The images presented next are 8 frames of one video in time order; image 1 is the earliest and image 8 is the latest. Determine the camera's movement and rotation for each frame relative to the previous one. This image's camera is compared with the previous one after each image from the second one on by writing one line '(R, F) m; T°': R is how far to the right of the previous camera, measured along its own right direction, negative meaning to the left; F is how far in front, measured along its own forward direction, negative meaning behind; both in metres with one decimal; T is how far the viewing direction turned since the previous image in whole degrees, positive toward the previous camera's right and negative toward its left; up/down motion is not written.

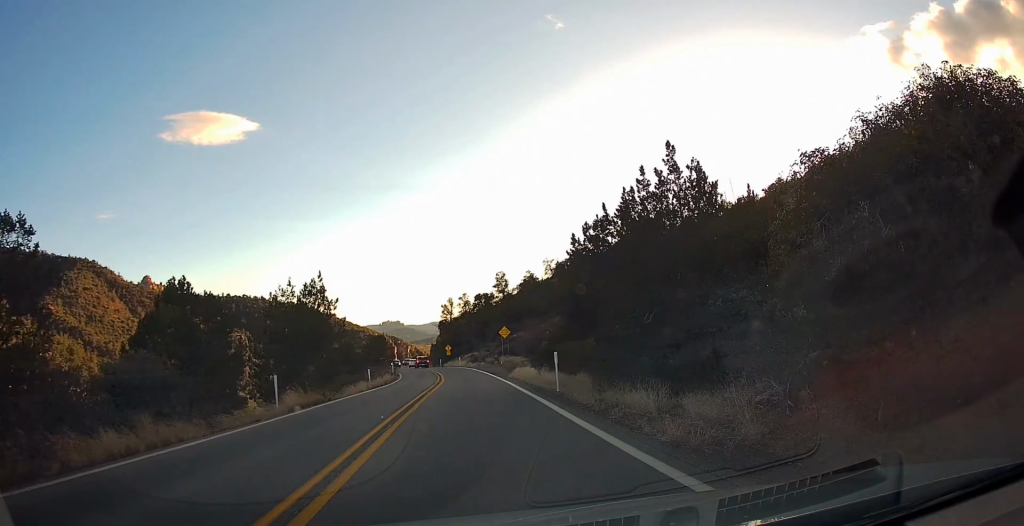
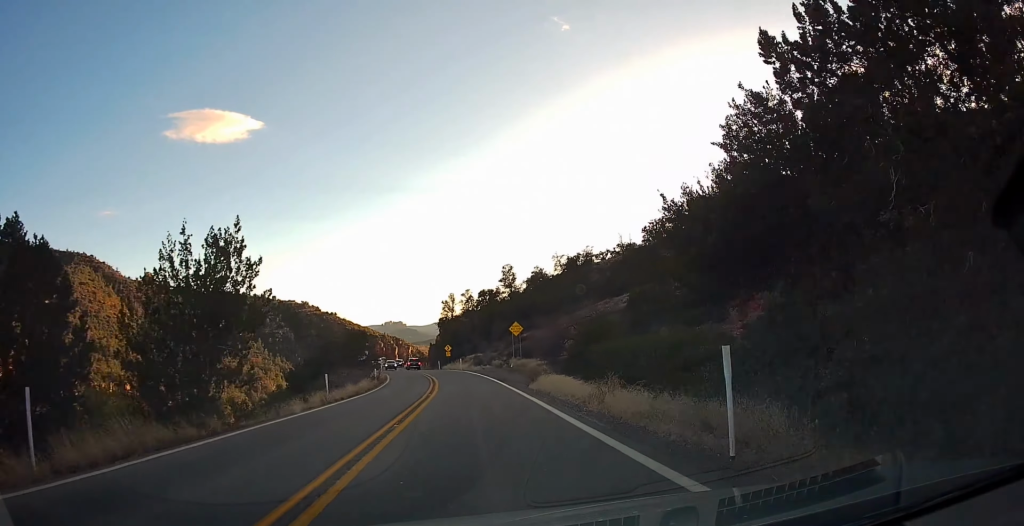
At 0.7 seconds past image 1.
(+0.1, +9.8) m; 0°
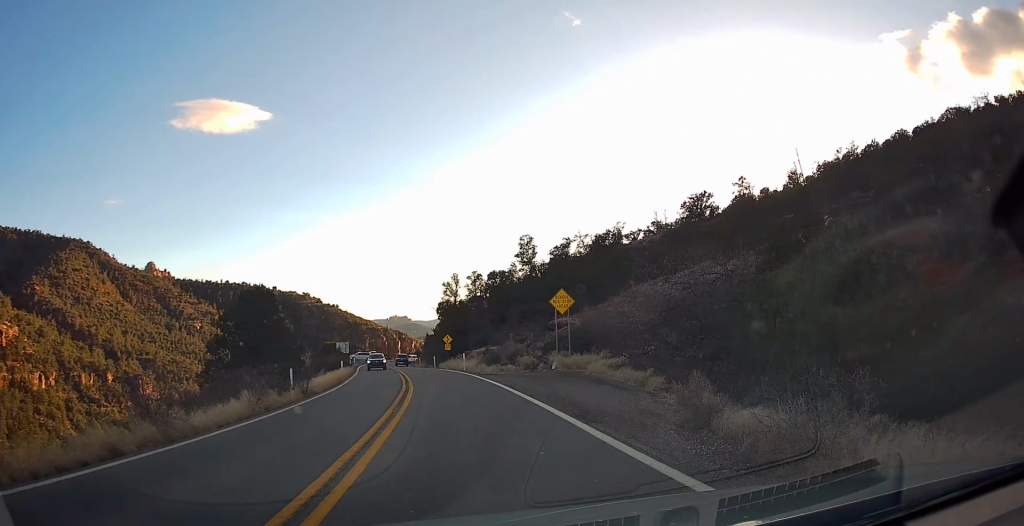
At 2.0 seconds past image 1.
(0.0, +18.3) m; 0°
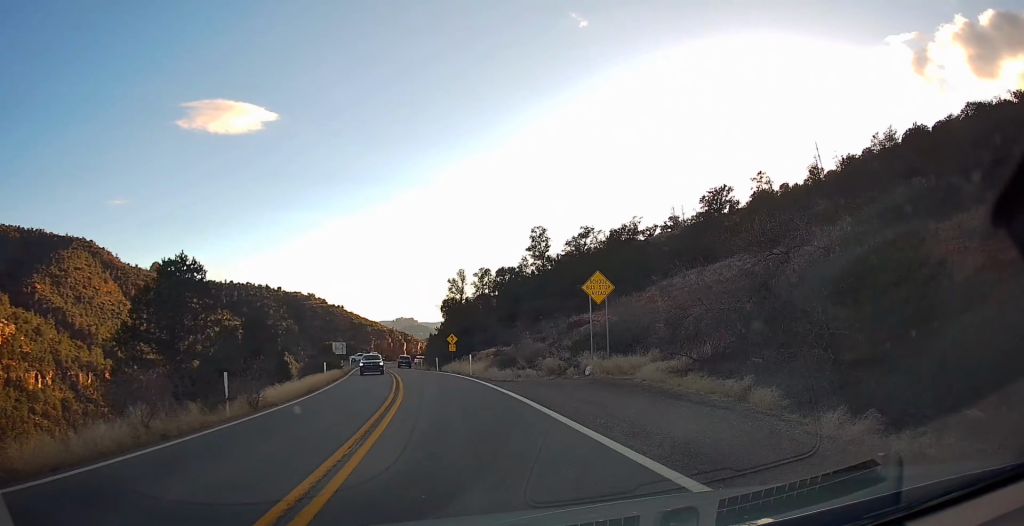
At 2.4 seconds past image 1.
(0.0, +5.7) m; 0°
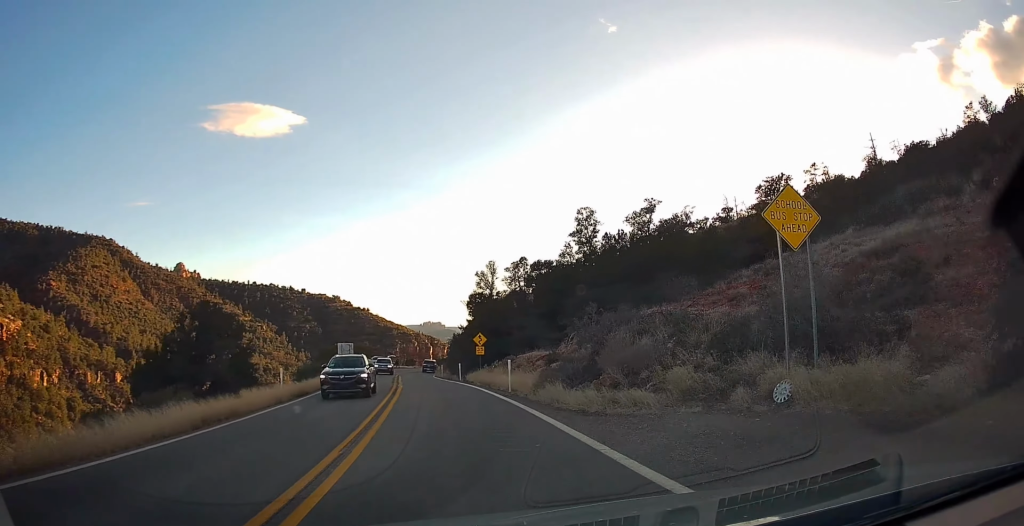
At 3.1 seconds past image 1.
(0.0, +11.3) m; -1°
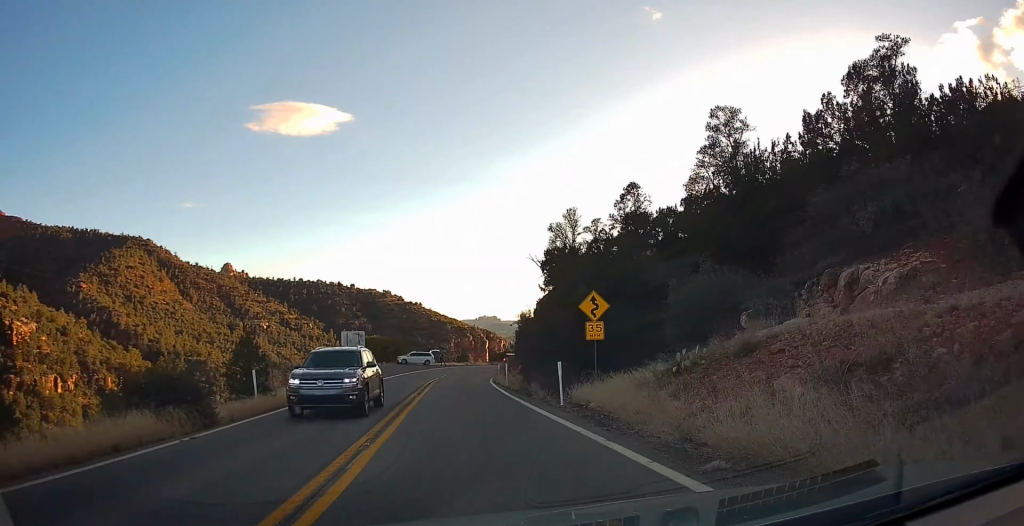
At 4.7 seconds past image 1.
(-0.5, +23.6) m; -2°
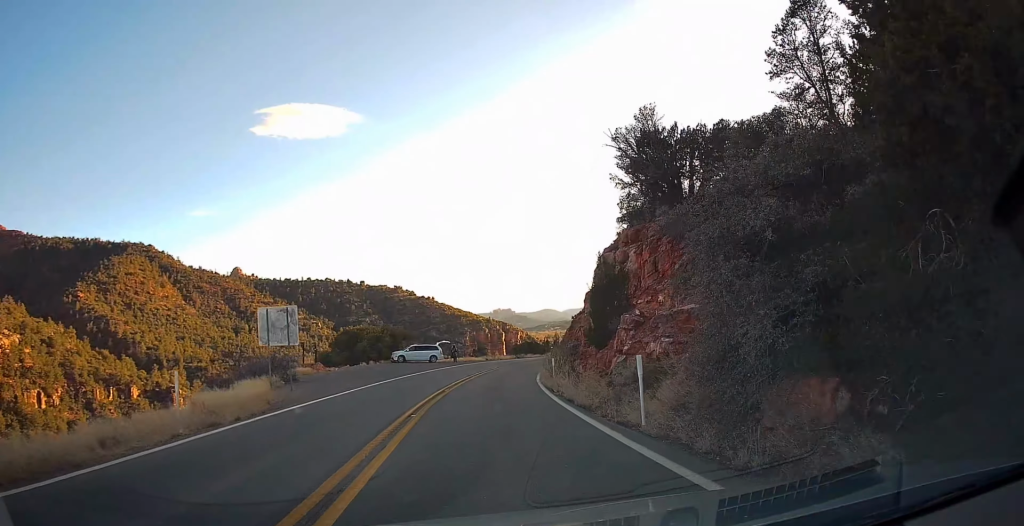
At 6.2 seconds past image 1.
(-0.6, +21.9) m; -5°
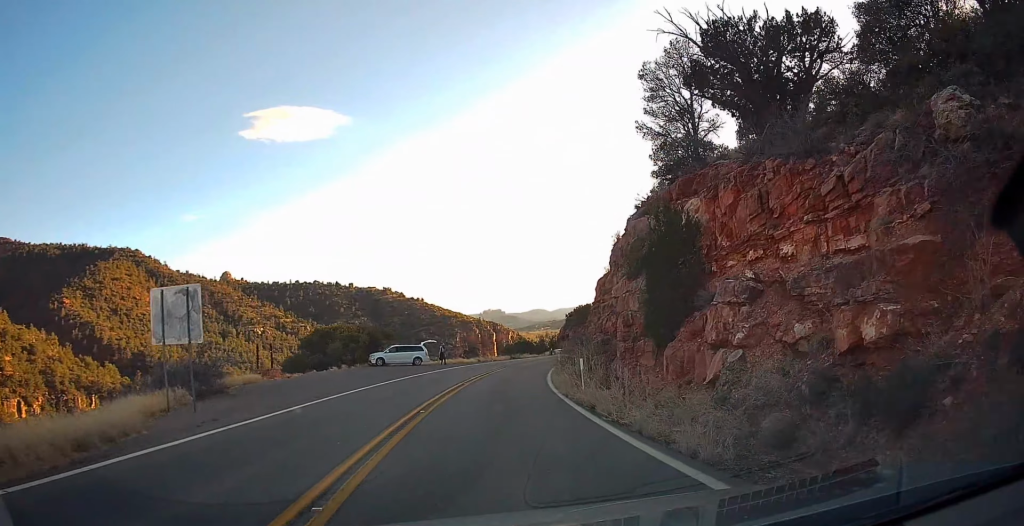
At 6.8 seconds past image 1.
(-0.3, +8.8) m; -1°
